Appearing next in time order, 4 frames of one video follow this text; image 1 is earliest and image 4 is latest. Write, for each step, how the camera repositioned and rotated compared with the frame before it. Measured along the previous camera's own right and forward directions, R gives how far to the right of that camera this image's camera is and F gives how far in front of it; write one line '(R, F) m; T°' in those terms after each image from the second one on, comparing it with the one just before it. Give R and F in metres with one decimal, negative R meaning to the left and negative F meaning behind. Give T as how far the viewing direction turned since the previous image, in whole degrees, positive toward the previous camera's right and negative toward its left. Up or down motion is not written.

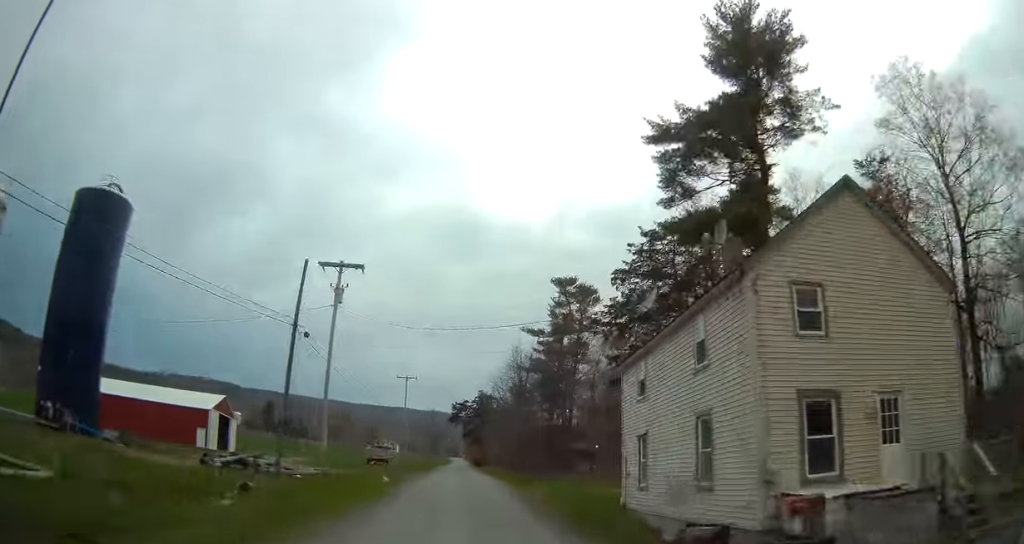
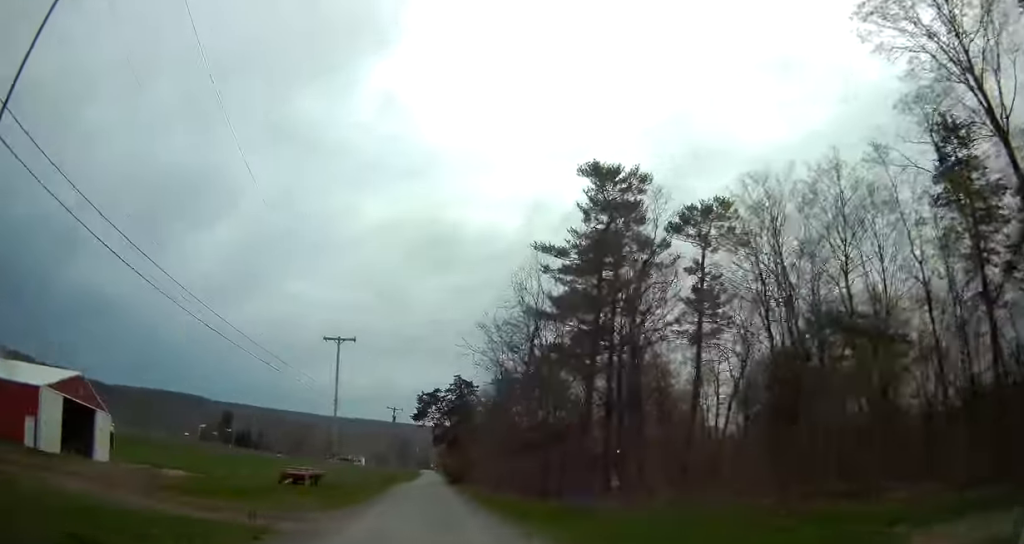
(+0.6, +29.5) m; +1°
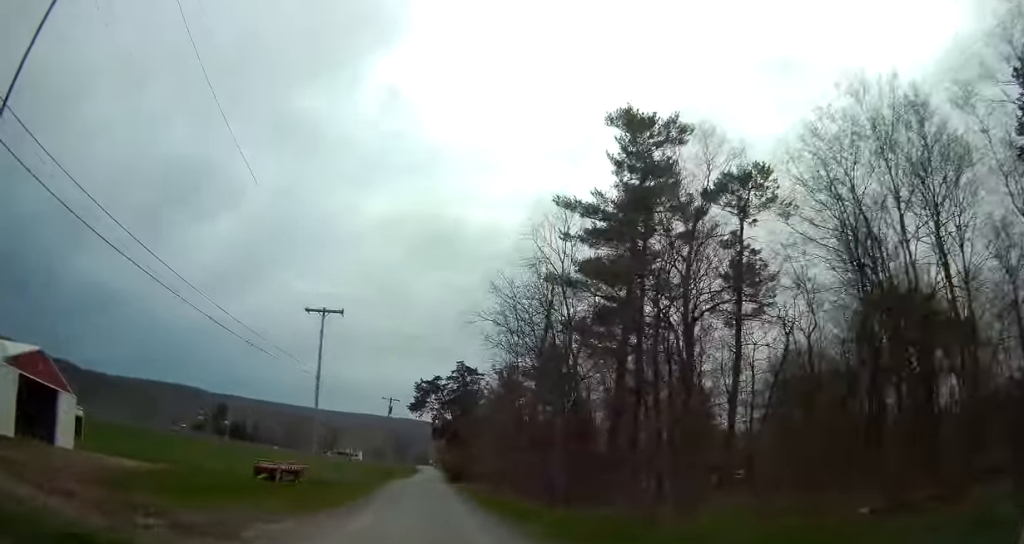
(+0.2, +6.8) m; 0°
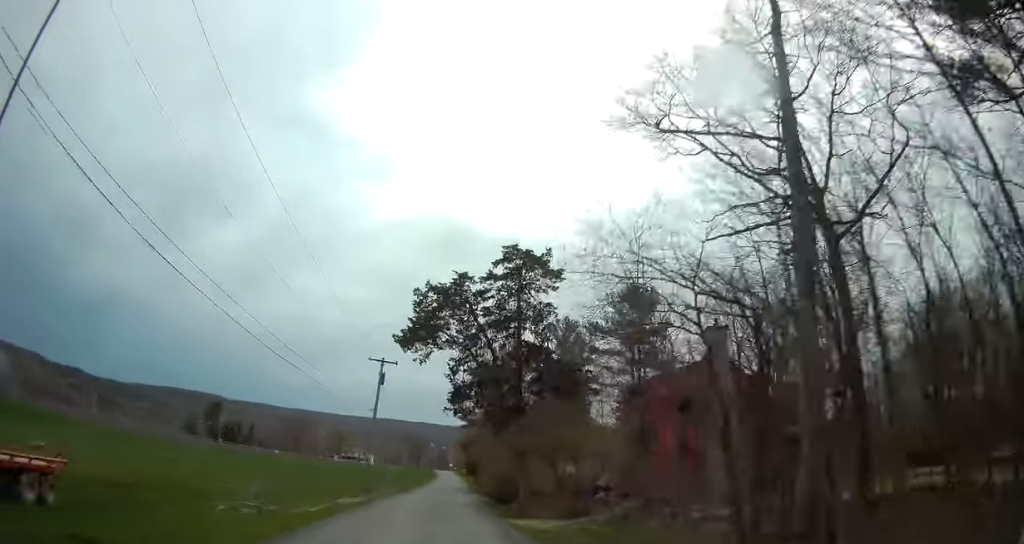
(-0.5, +32.6) m; -1°
